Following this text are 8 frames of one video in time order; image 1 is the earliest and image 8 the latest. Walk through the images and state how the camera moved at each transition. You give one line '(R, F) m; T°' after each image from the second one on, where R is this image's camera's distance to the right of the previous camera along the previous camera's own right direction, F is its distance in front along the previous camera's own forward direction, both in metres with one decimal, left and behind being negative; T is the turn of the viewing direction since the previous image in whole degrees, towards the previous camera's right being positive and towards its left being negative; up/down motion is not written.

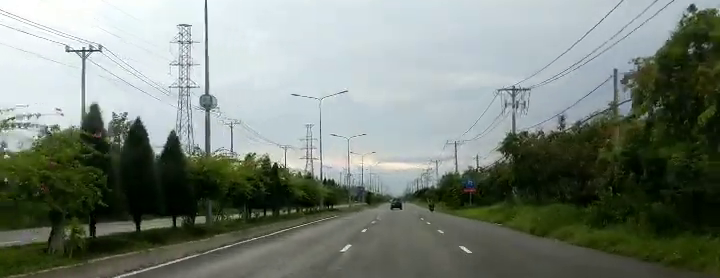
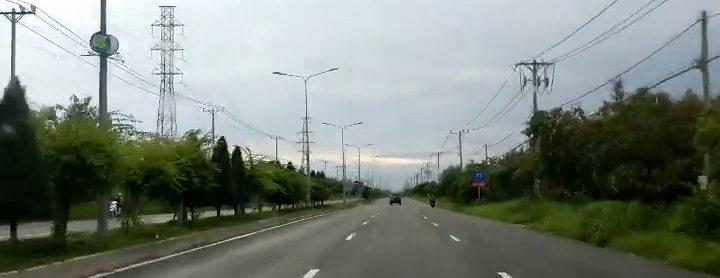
(-0.4, +8.9) m; 0°
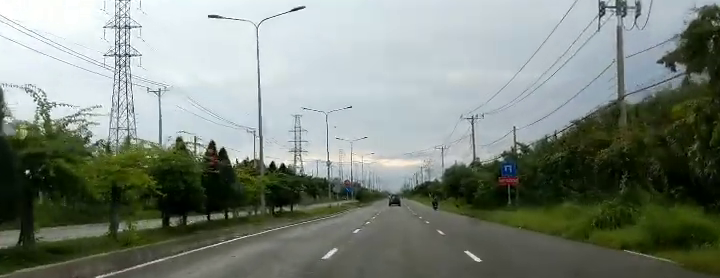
(+0.4, +18.2) m; +3°
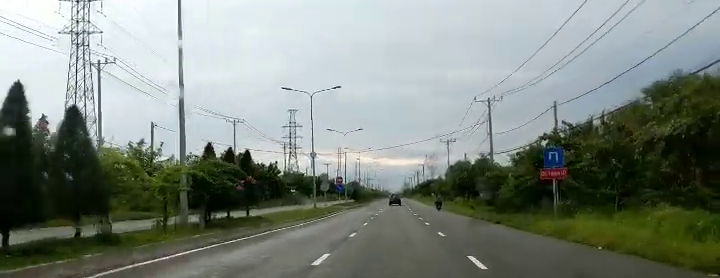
(+0.3, +13.6) m; +1°
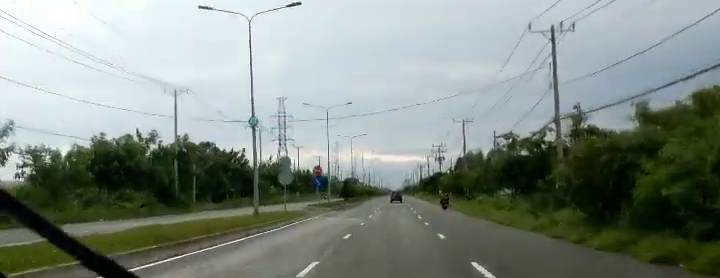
(-0.1, +26.0) m; +1°
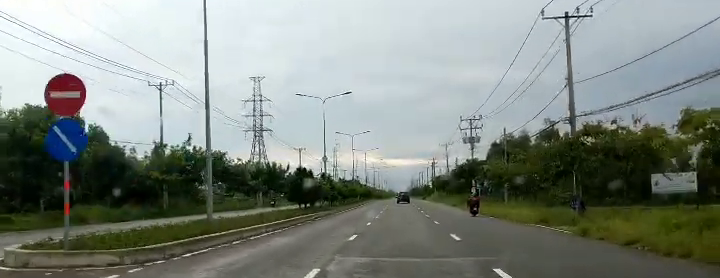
(0.0, +49.5) m; -2°
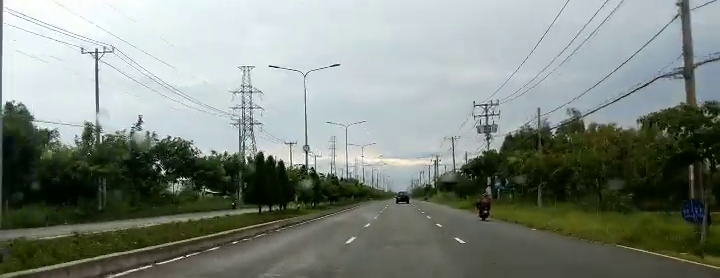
(-0.1, +13.3) m; -1°
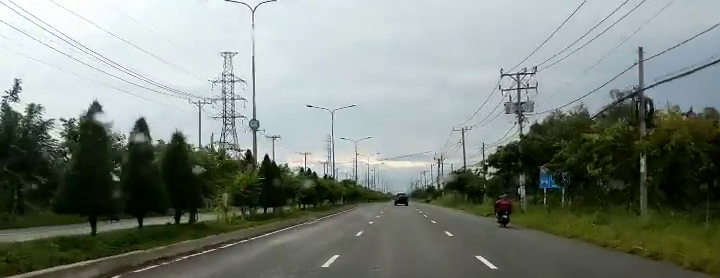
(-0.3, +17.8) m; 0°
